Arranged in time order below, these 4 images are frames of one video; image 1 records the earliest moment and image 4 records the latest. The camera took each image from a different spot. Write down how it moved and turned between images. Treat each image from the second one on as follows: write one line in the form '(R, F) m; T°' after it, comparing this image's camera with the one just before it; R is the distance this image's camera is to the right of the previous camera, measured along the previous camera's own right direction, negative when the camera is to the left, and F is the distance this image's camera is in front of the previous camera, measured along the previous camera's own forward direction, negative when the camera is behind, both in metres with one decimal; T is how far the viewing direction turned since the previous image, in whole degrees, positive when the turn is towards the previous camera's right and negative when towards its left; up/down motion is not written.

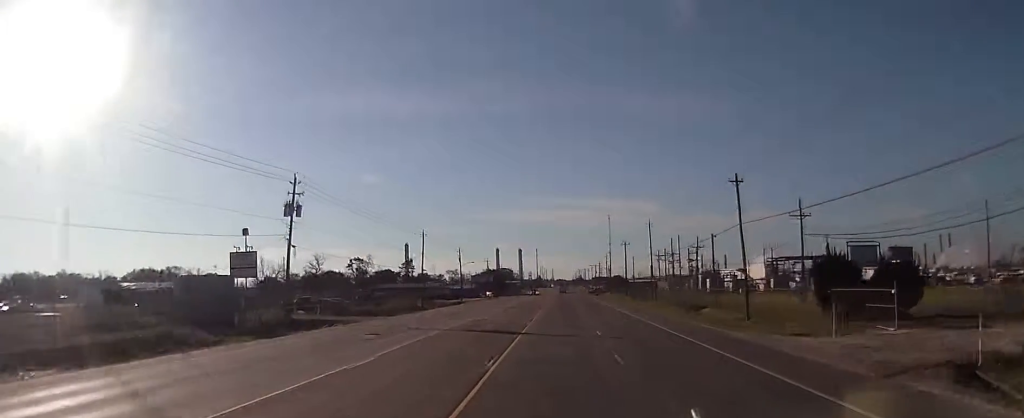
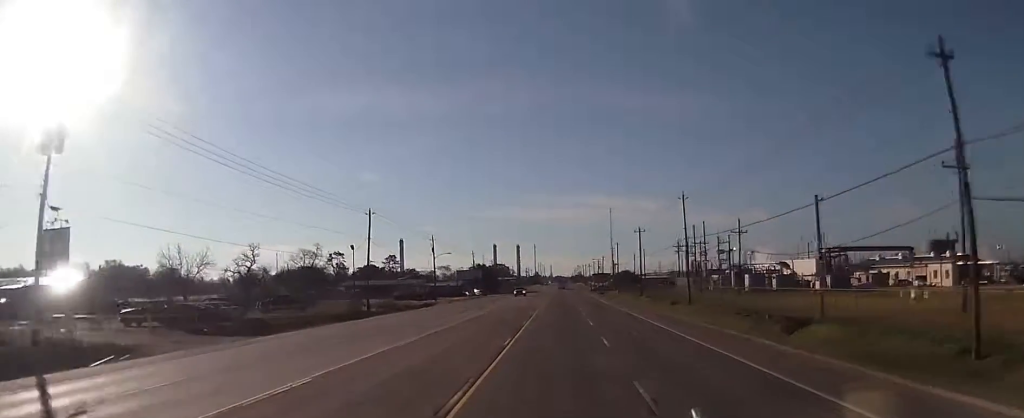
(-0.4, +30.3) m; 0°
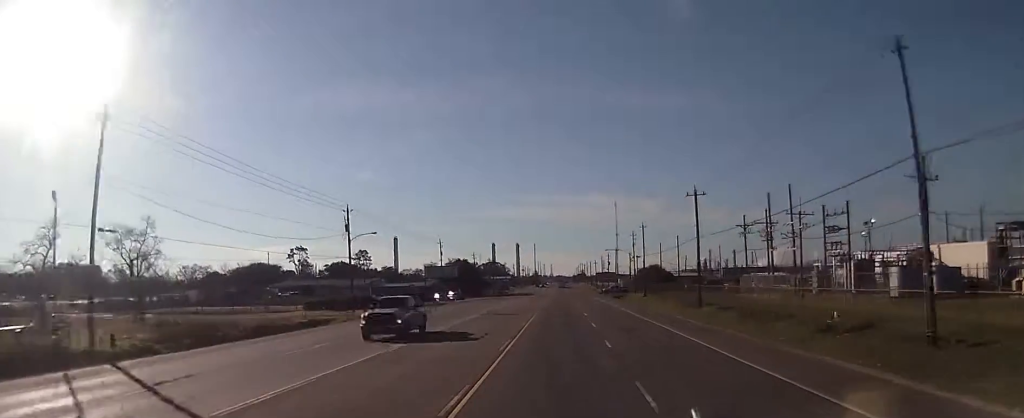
(+0.8, +50.1) m; +1°
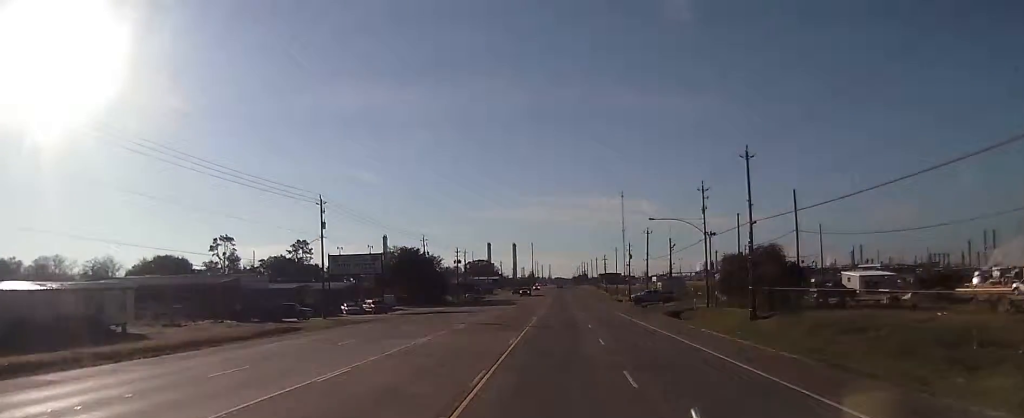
(-0.5, +65.9) m; 0°
